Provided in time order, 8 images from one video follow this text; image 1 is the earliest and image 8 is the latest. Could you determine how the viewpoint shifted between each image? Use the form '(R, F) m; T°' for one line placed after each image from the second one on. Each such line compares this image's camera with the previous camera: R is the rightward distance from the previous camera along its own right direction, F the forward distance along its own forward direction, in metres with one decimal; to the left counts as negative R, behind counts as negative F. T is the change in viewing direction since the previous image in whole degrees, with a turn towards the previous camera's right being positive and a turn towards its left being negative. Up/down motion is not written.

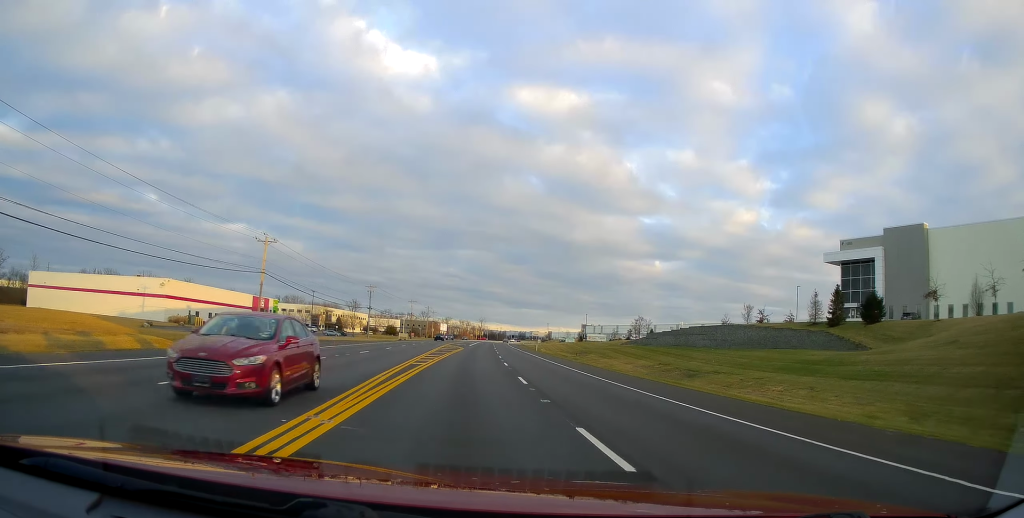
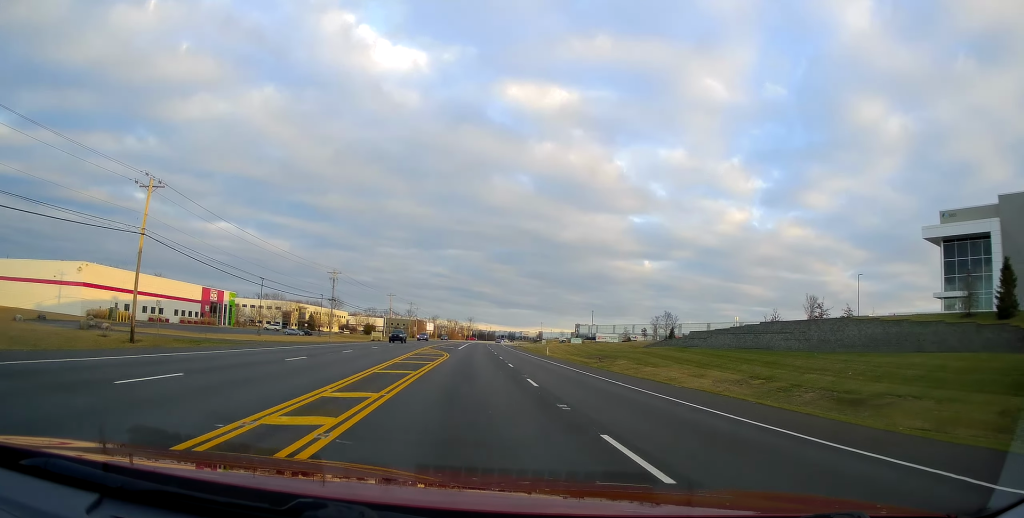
(+0.4, +25.0) m; +1°
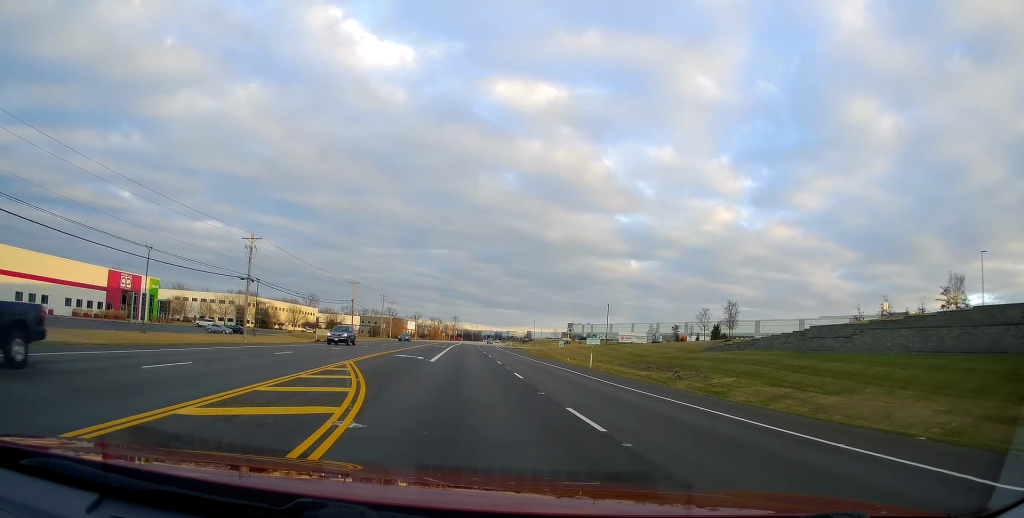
(+0.1, +33.2) m; +1°
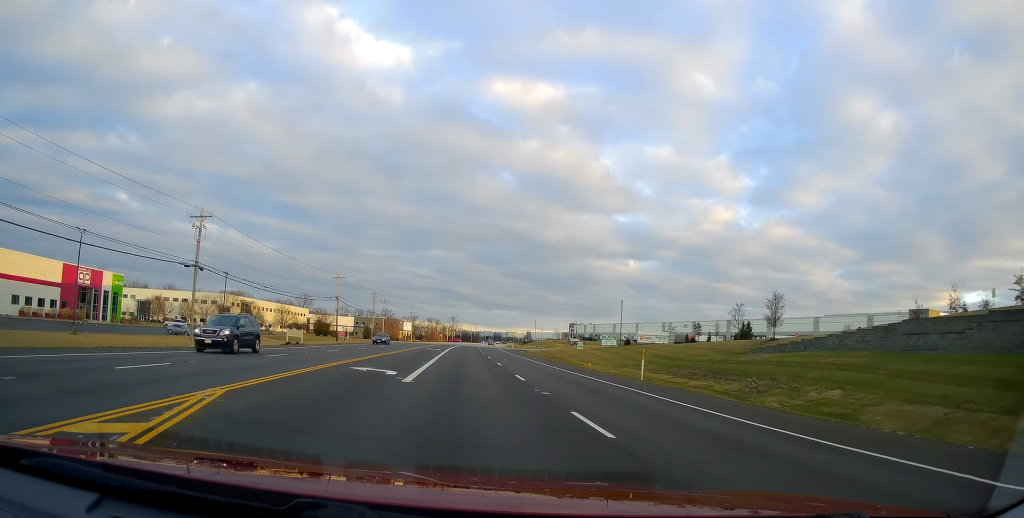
(+0.2, +13.0) m; +1°
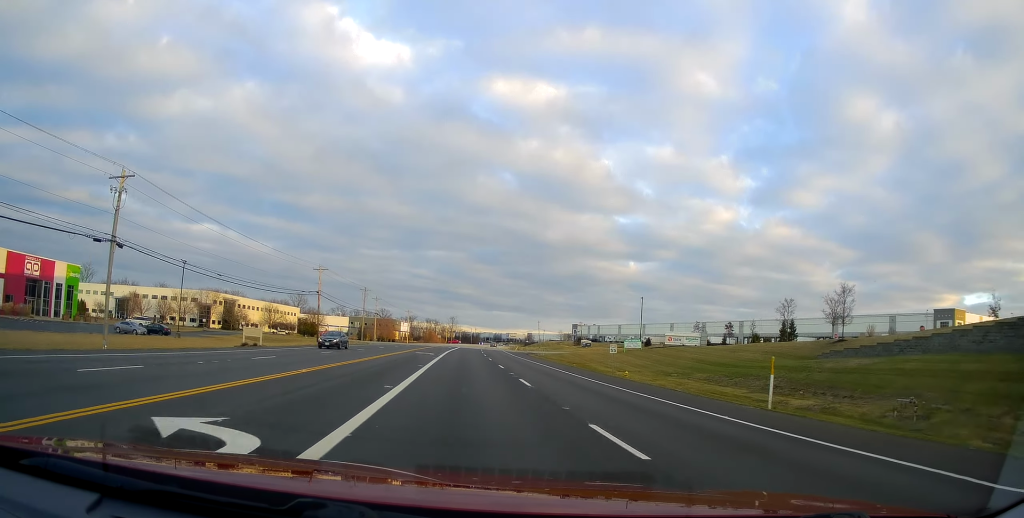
(+0.2, +13.9) m; +1°
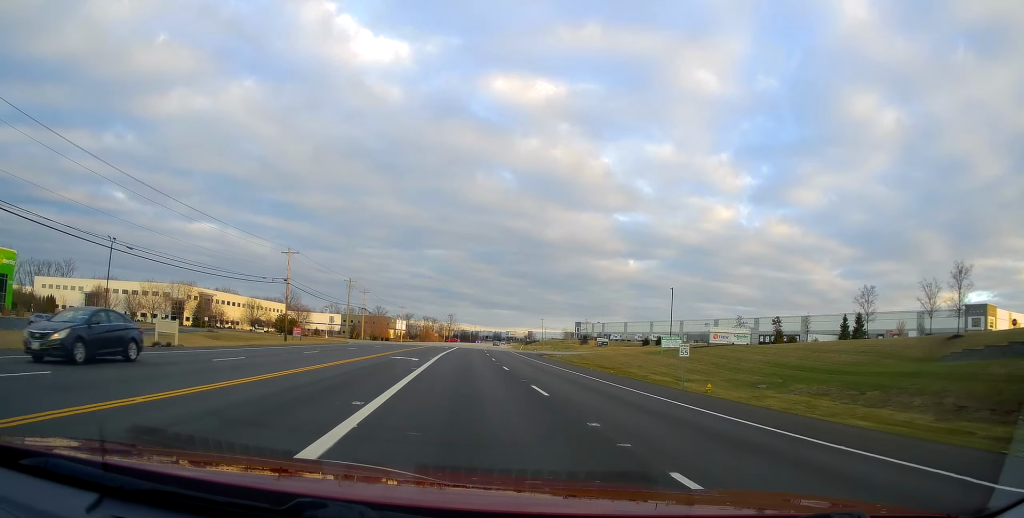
(0.0, +16.4) m; 0°
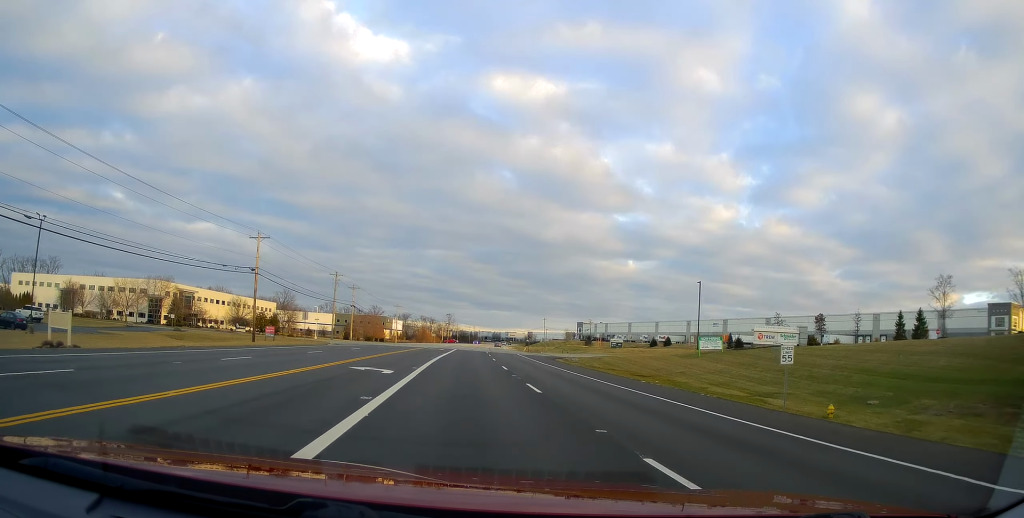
(0.0, +11.5) m; 0°
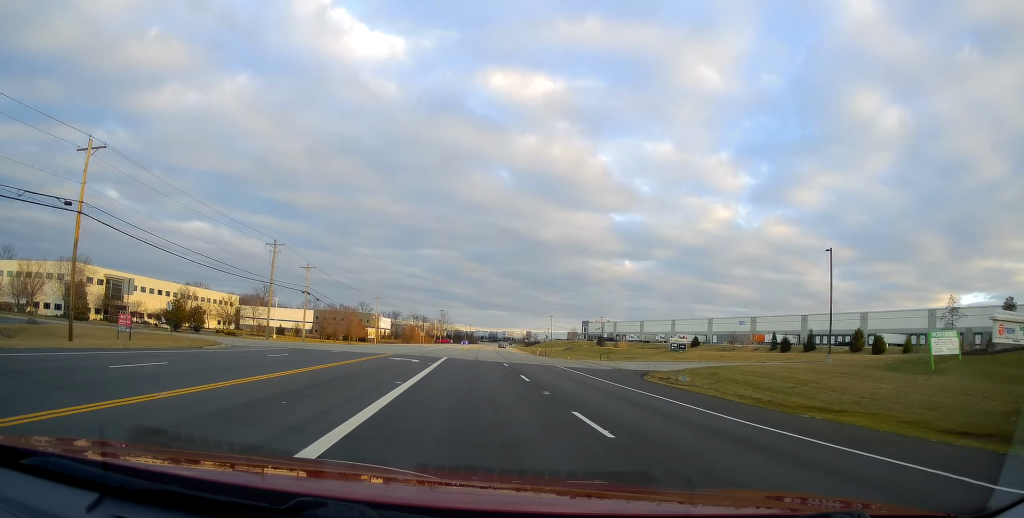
(0.0, +32.1) m; +1°
